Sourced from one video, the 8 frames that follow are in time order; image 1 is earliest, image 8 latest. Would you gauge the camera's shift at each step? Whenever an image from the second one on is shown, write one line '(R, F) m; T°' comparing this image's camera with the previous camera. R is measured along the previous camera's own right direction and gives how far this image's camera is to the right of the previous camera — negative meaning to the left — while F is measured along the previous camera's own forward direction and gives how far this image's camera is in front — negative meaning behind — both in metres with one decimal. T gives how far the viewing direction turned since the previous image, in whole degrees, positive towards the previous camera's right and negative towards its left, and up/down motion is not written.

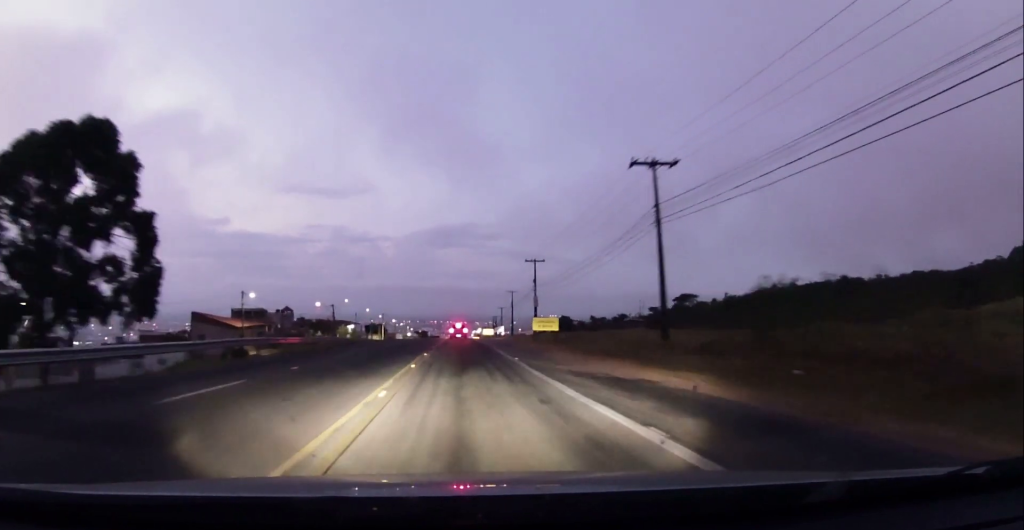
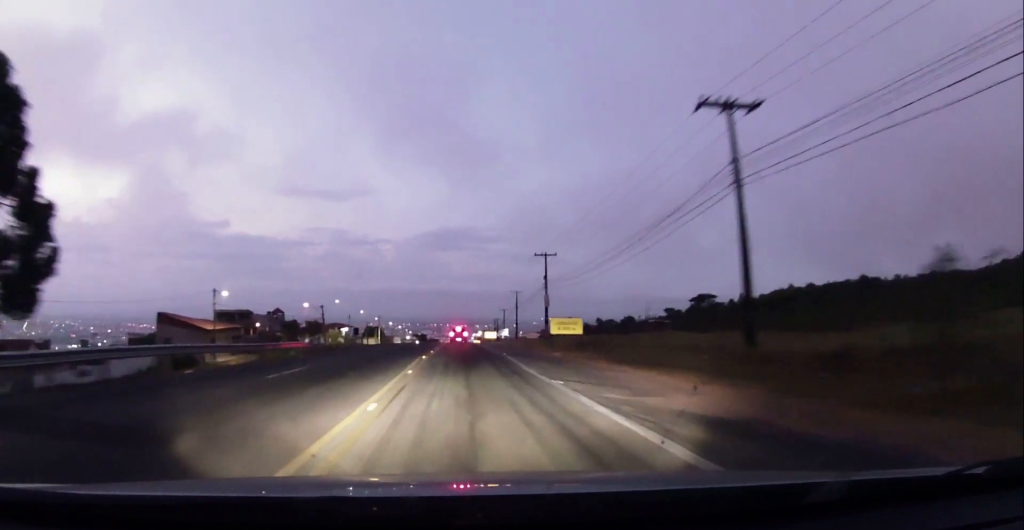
(0.0, +9.9) m; 0°
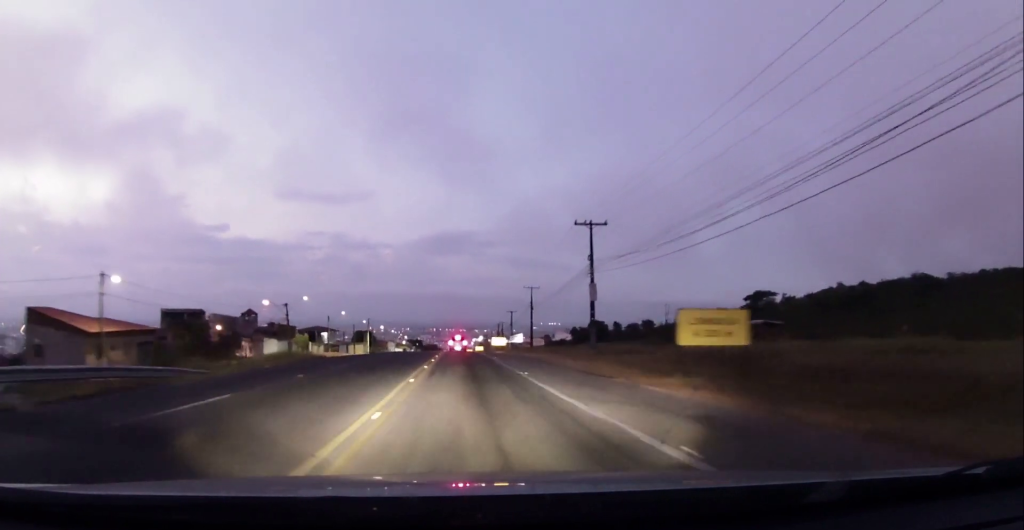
(-0.3, +24.6) m; -1°
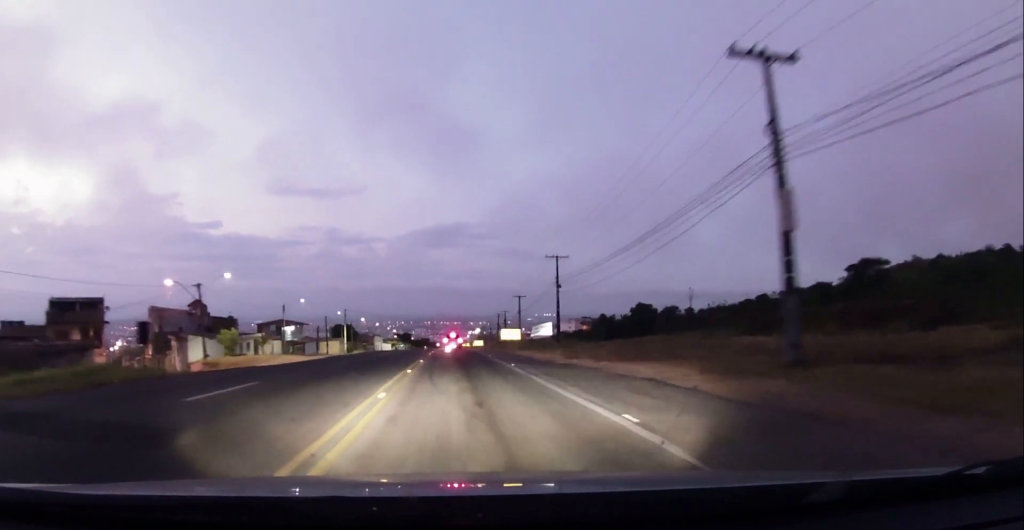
(+0.1, +30.2) m; 0°
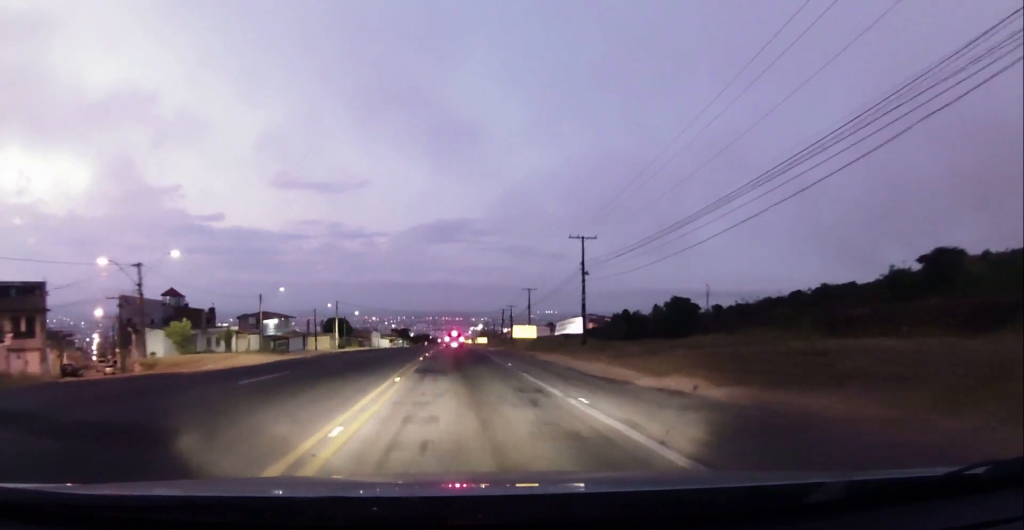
(-0.3, +12.8) m; +1°
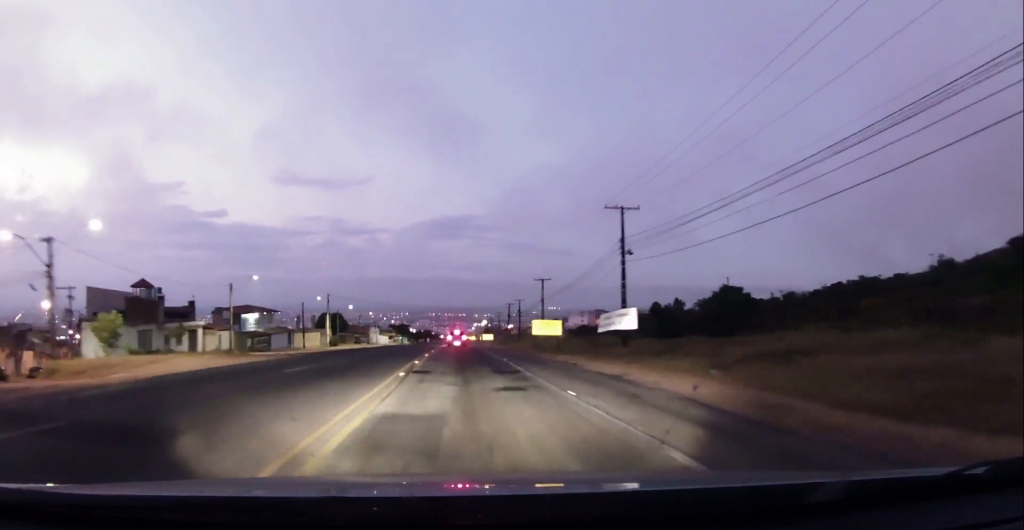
(+0.3, +12.7) m; 0°
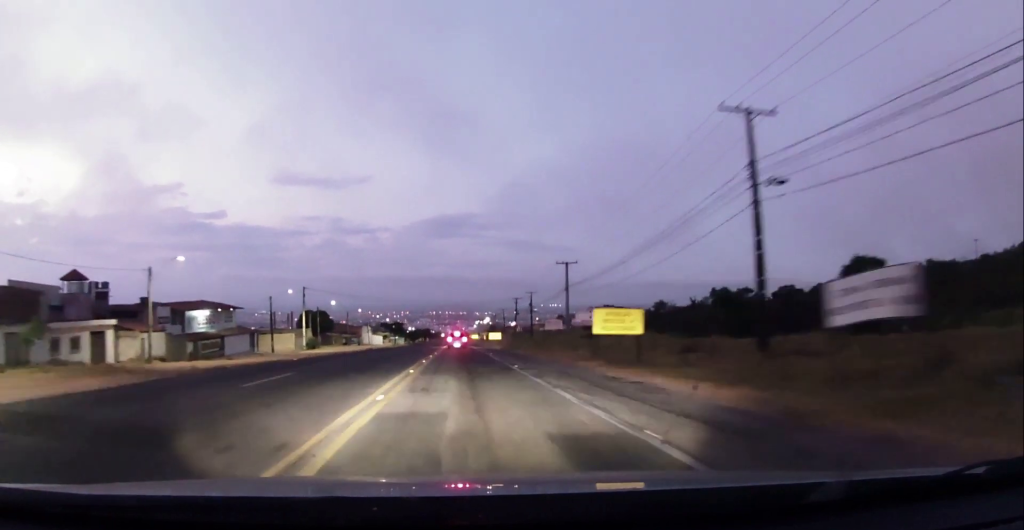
(-0.1, +20.6) m; -1°
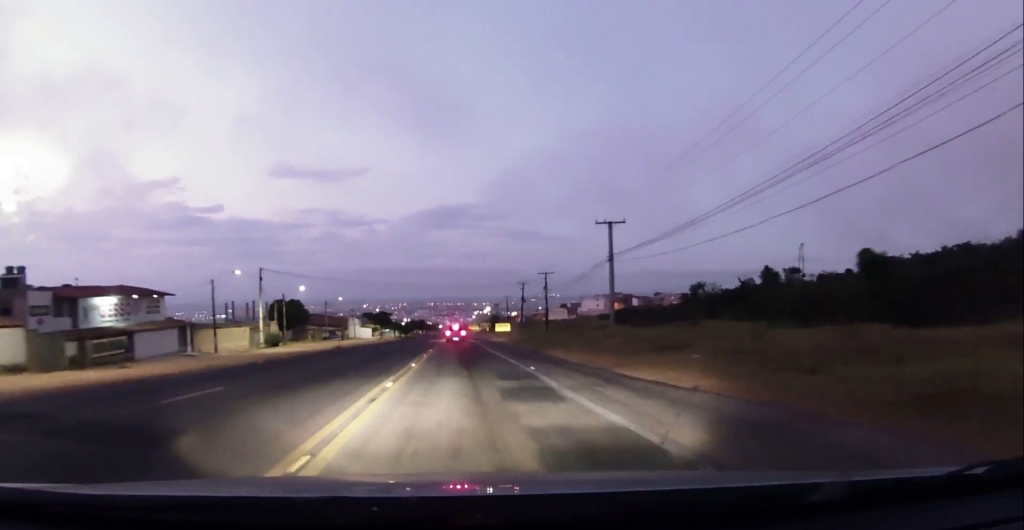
(-0.1, +22.4) m; -1°
